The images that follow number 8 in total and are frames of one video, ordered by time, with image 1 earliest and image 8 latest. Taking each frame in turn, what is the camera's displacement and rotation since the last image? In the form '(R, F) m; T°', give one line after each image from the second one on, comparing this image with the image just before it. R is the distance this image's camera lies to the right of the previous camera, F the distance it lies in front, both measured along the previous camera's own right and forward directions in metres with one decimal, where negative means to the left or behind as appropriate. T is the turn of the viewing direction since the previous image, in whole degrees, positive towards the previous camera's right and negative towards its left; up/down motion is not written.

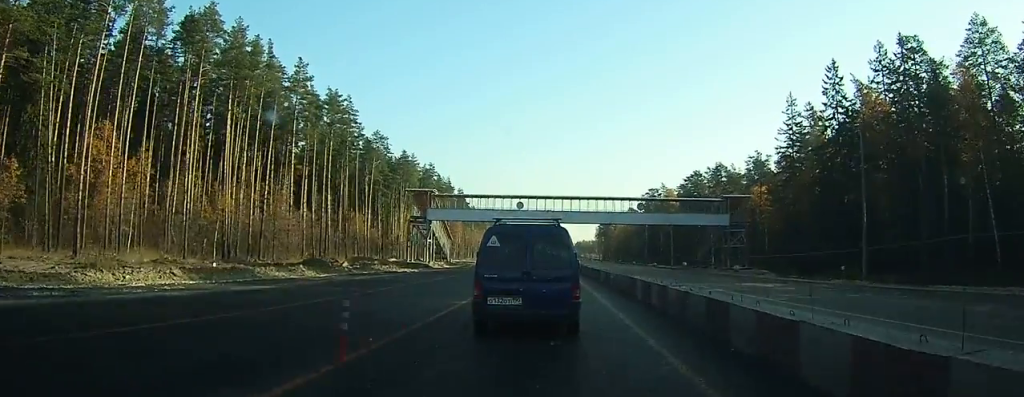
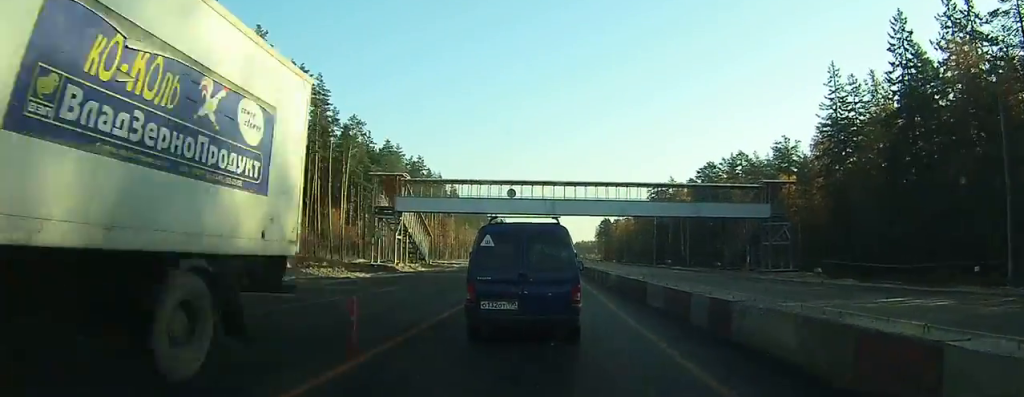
(0.0, +13.0) m; -2°
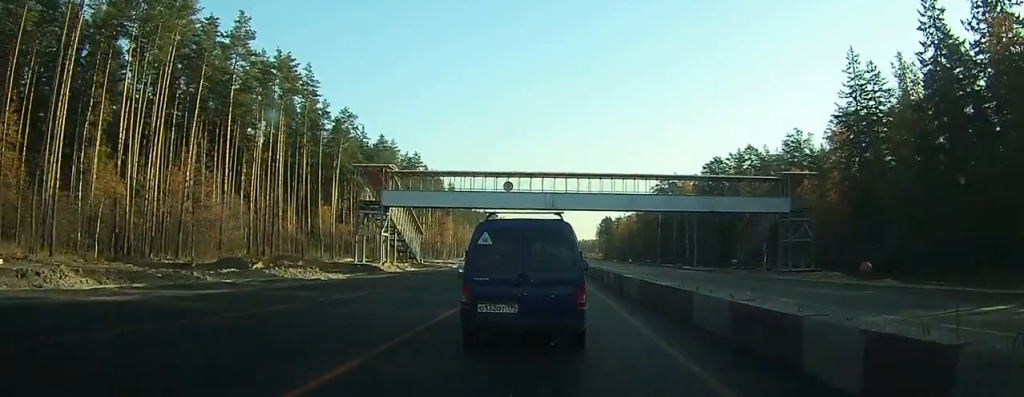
(0.0, +4.4) m; -1°
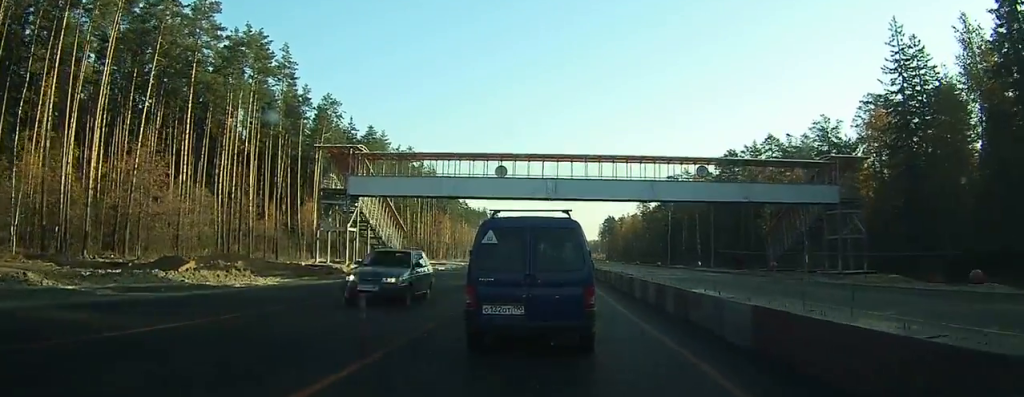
(-0.2, +9.0) m; 0°
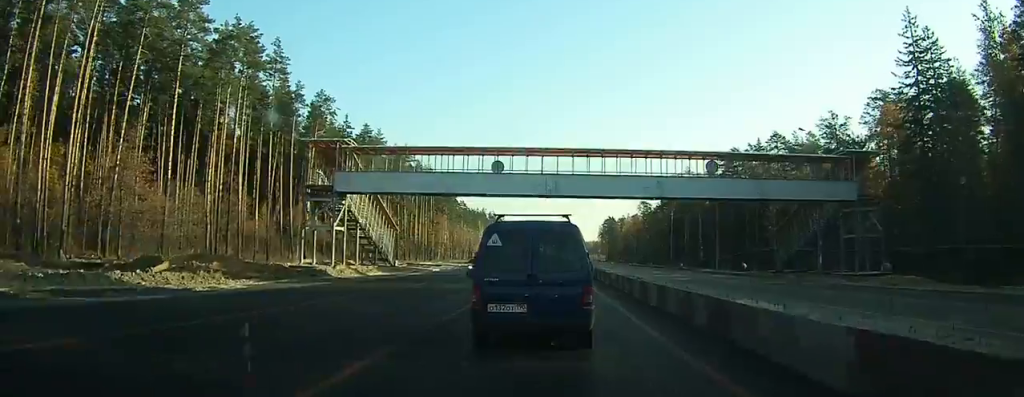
(+0.1, +2.9) m; 0°
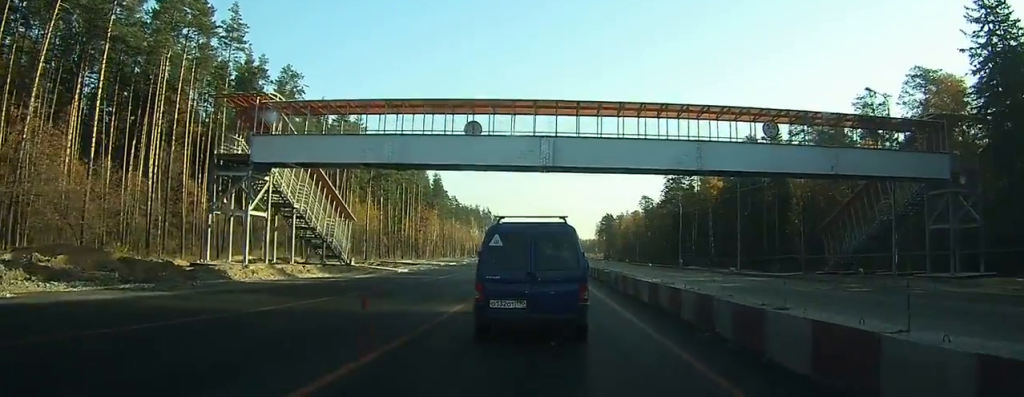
(0.0, +11.7) m; +1°
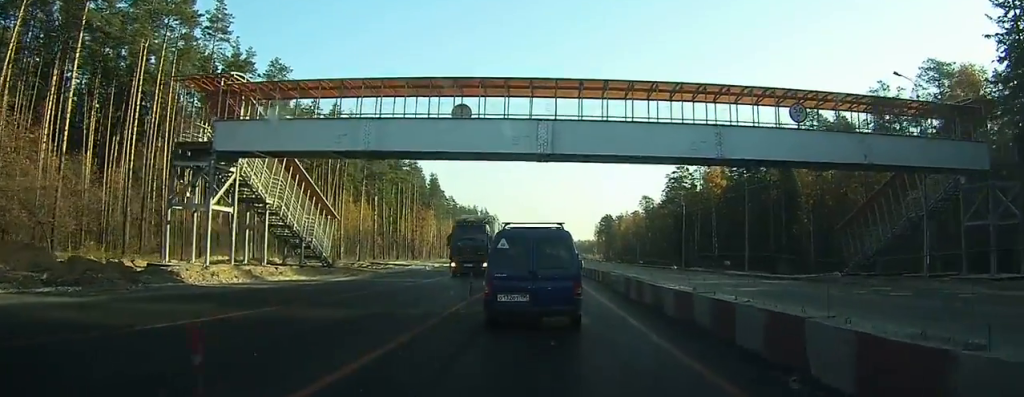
(+0.1, +4.2) m; +1°
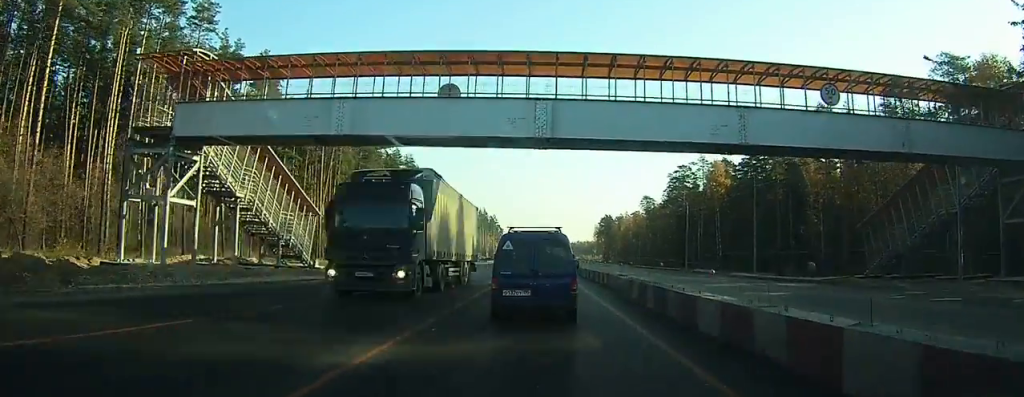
(0.0, +3.5) m; 0°
